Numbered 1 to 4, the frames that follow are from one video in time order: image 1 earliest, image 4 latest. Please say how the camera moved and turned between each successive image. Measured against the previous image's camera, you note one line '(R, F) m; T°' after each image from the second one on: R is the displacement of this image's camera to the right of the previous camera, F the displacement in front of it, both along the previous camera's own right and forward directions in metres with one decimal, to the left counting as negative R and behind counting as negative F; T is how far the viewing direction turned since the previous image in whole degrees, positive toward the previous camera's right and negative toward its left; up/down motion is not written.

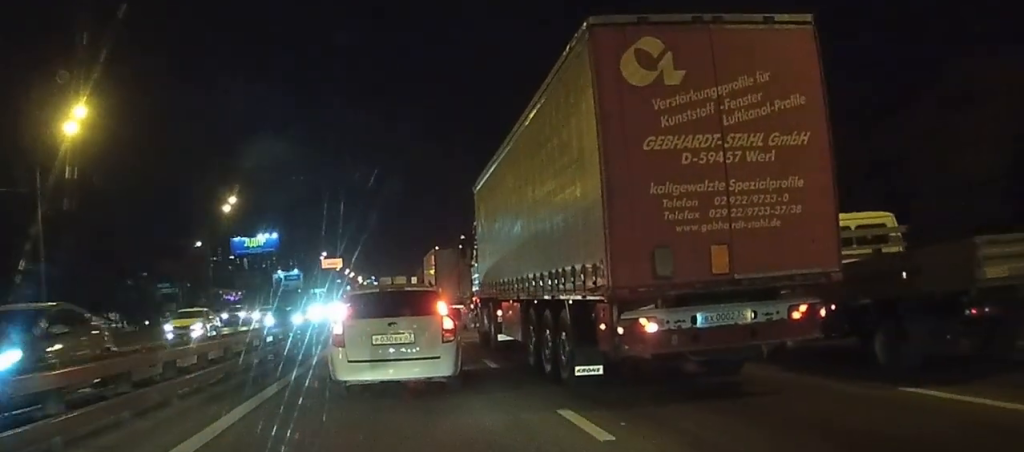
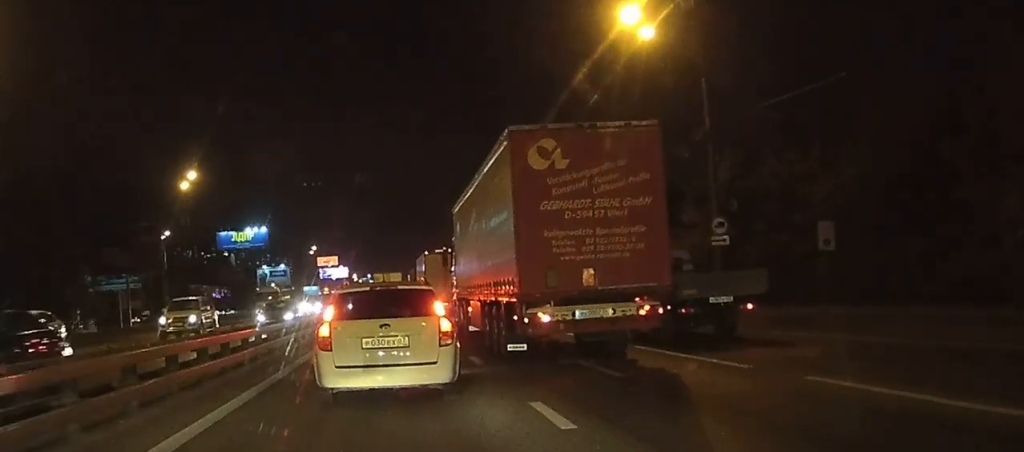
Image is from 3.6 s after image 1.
(+0.9, +15.7) m; +2°
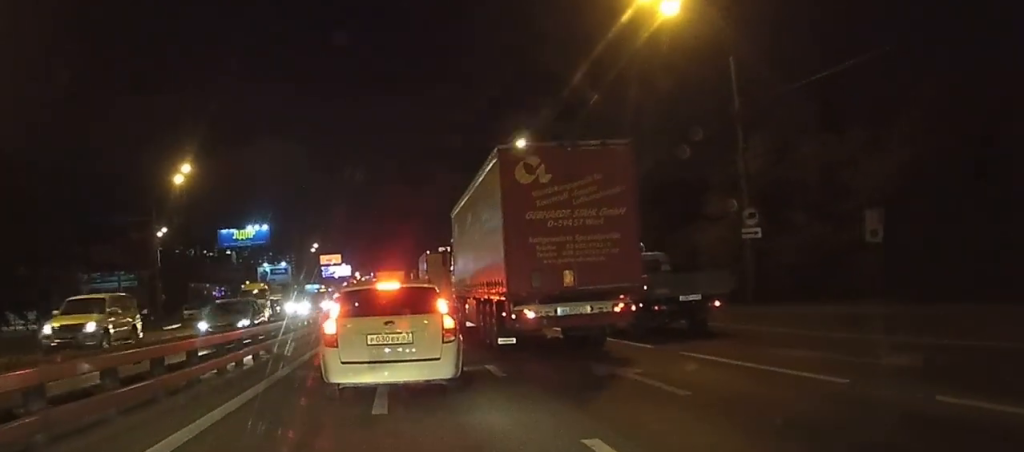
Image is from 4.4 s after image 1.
(0.0, +3.1) m; 0°
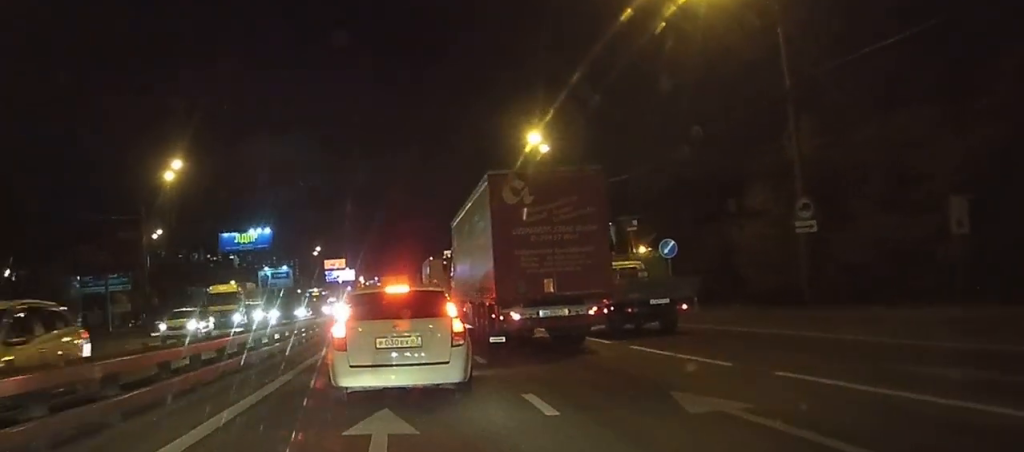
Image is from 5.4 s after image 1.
(0.0, +4.2) m; -1°
